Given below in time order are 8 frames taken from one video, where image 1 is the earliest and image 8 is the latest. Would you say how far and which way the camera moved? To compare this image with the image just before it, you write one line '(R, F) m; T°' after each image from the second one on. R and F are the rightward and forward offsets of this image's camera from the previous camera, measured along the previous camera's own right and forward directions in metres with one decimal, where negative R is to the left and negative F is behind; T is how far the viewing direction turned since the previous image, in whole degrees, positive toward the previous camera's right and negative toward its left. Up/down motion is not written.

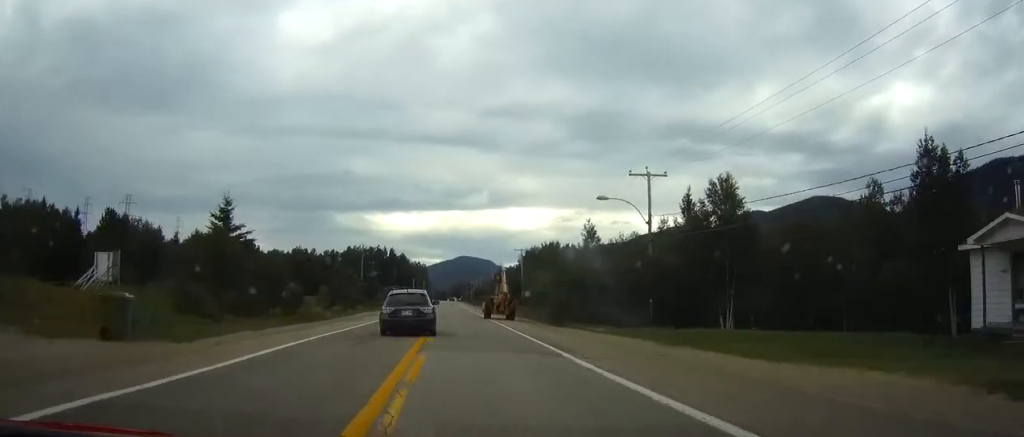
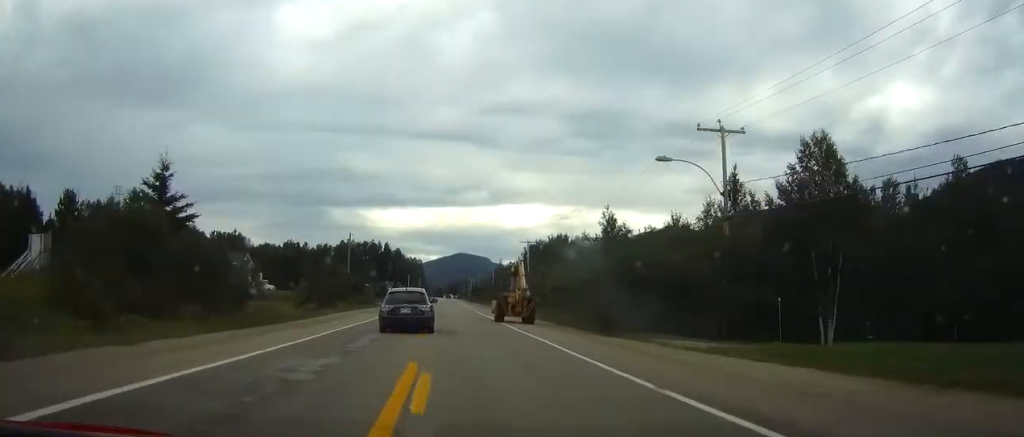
(0.0, +11.7) m; 0°
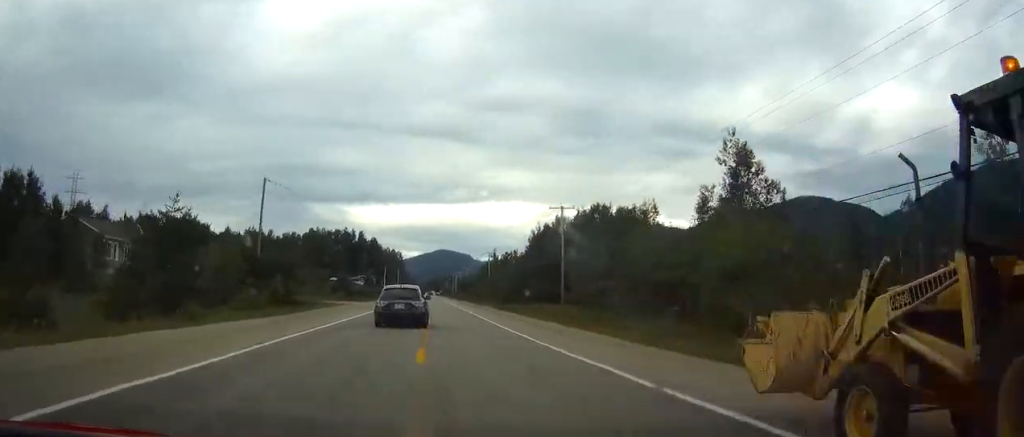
(+0.2, +37.6) m; +1°
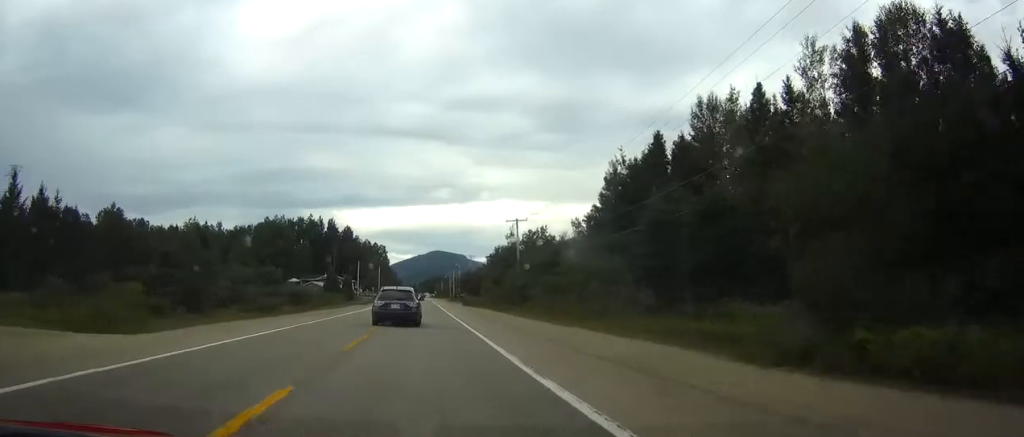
(+1.3, +59.8) m; +1°
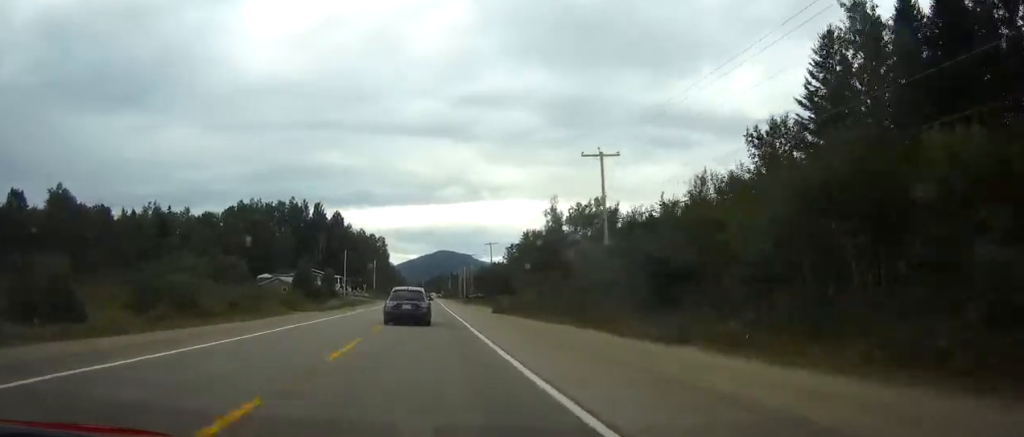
(-0.4, +36.8) m; -1°
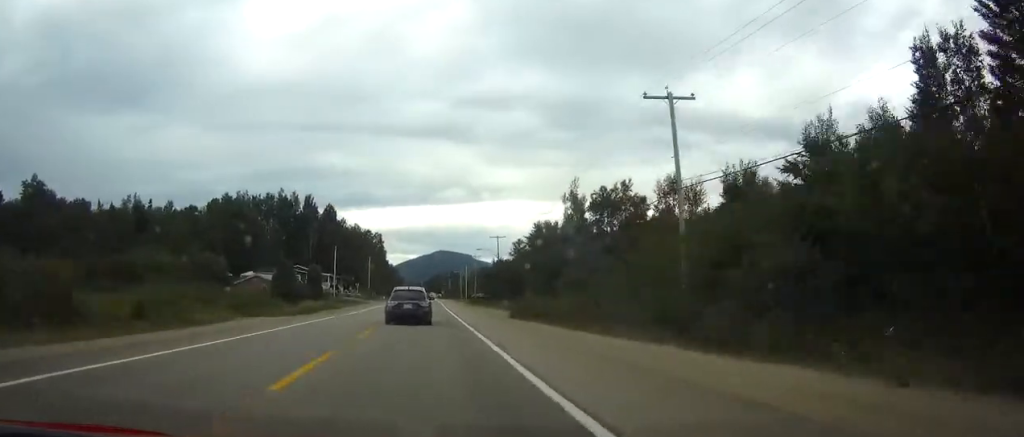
(+0.1, +12.9) m; 0°
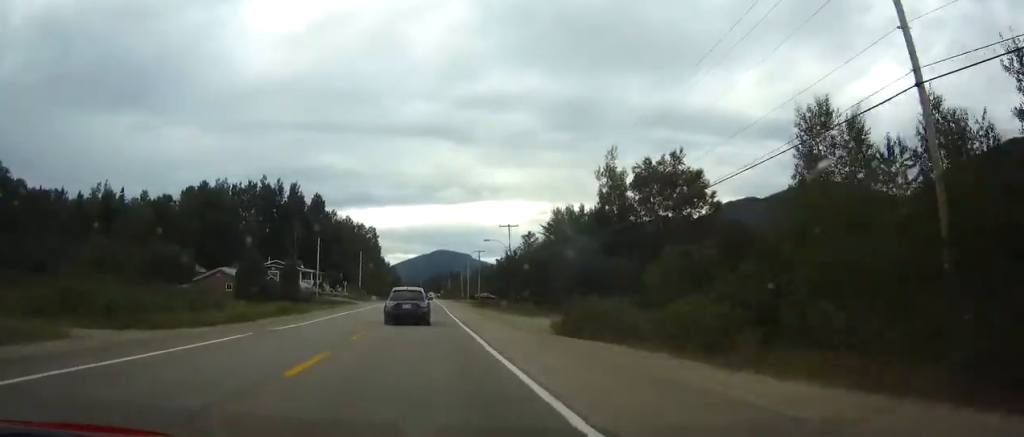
(0.0, +16.4) m; 0°
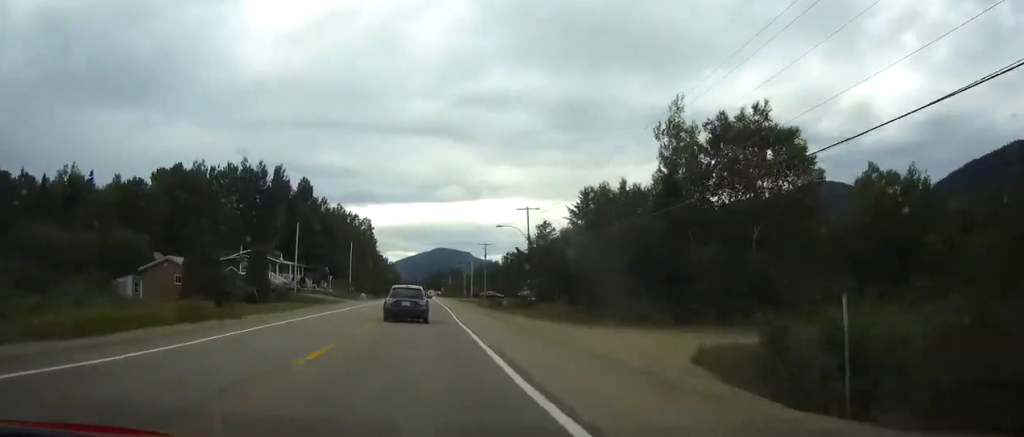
(-0.1, +16.5) m; 0°
